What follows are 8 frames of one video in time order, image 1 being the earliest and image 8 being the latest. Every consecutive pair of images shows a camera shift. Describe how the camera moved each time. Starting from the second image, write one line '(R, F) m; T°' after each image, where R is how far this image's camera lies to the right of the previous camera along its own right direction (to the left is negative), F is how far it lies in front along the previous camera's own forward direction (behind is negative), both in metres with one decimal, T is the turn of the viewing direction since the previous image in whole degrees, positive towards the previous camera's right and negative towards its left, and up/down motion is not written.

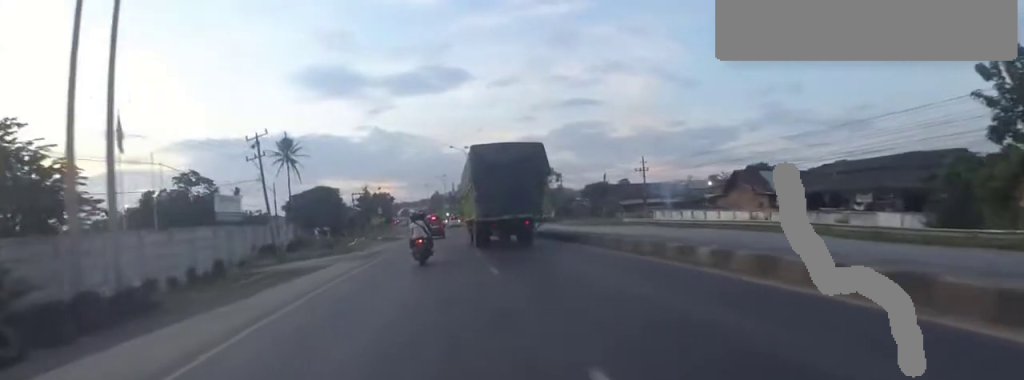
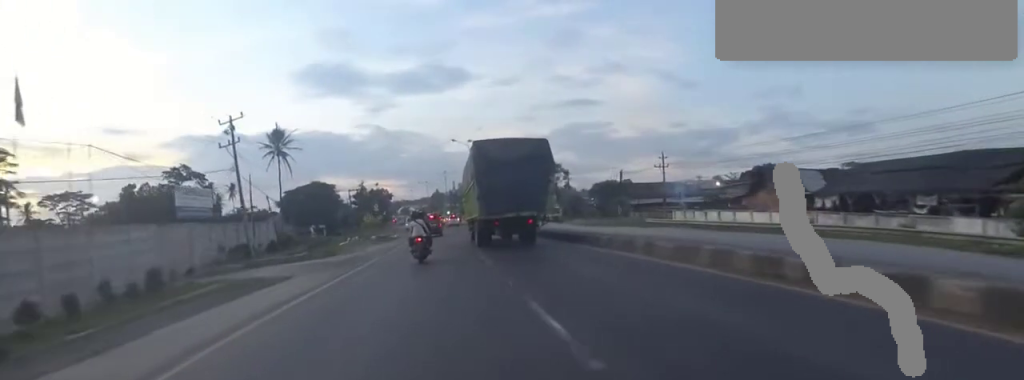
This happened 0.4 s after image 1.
(0.0, +5.1) m; 0°
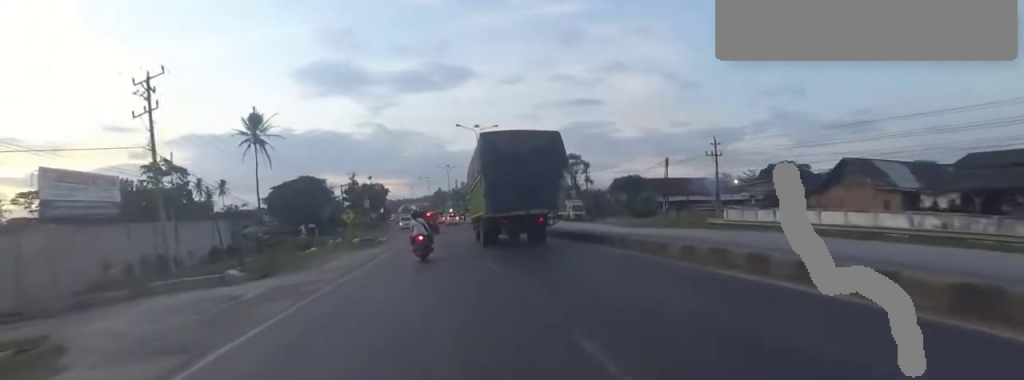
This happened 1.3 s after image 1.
(+0.3, +10.5) m; +1°
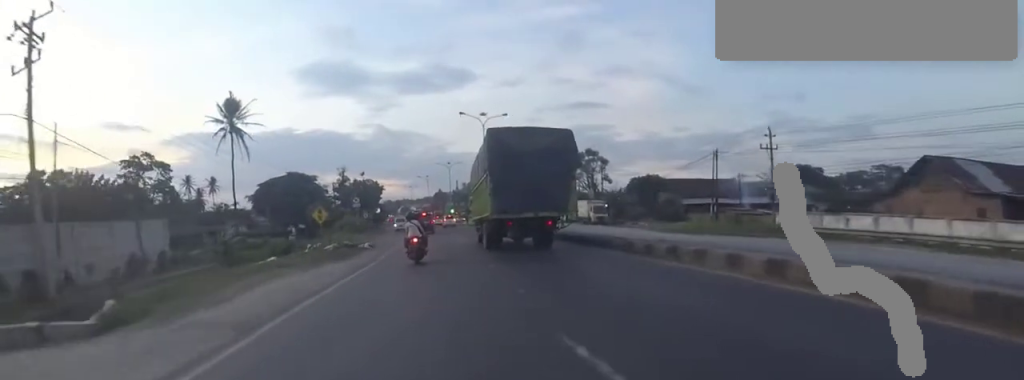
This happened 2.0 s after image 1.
(0.0, +8.0) m; -1°
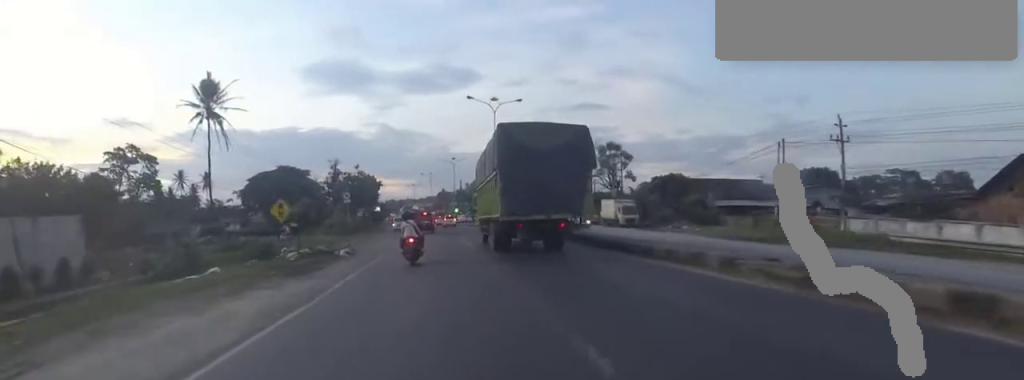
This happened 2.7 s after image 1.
(-0.1, +7.0) m; -1°
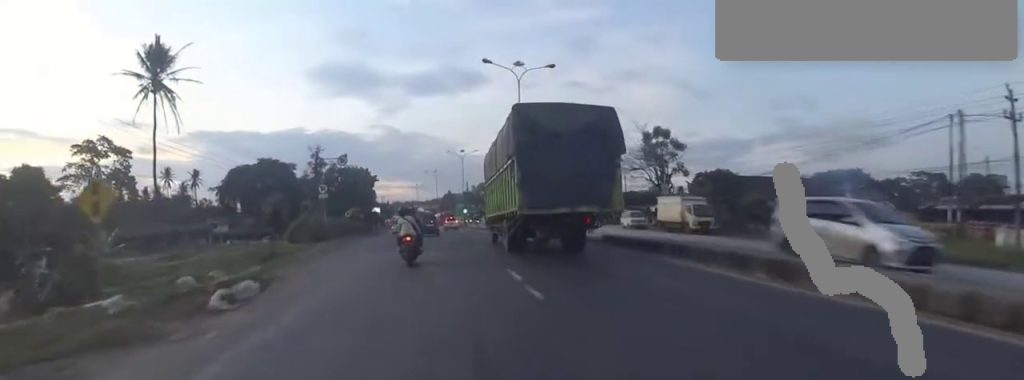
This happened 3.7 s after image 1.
(-0.3, +11.3) m; -2°
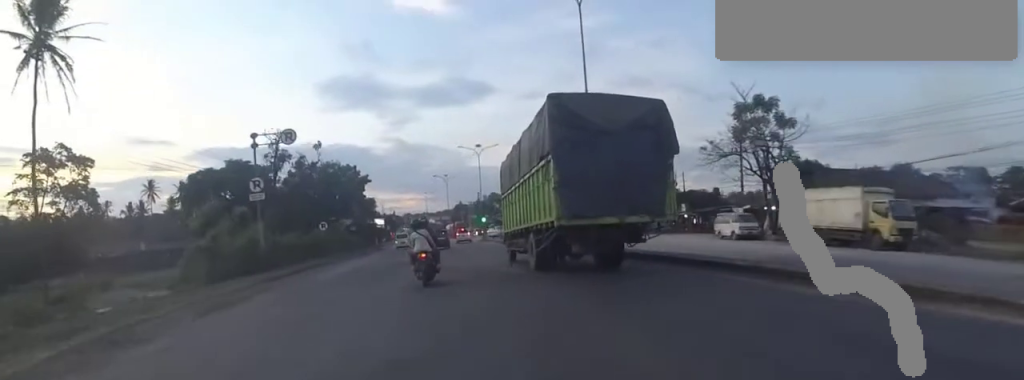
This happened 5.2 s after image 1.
(0.0, +14.9) m; 0°
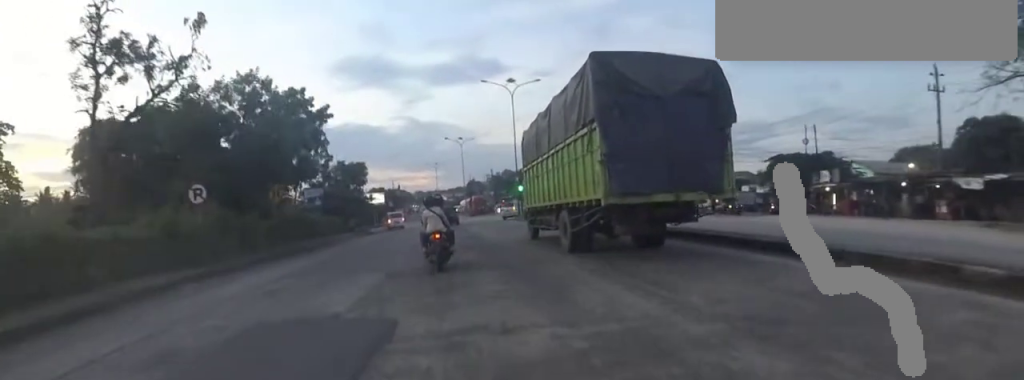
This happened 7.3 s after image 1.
(+0.8, +21.4) m; +2°
